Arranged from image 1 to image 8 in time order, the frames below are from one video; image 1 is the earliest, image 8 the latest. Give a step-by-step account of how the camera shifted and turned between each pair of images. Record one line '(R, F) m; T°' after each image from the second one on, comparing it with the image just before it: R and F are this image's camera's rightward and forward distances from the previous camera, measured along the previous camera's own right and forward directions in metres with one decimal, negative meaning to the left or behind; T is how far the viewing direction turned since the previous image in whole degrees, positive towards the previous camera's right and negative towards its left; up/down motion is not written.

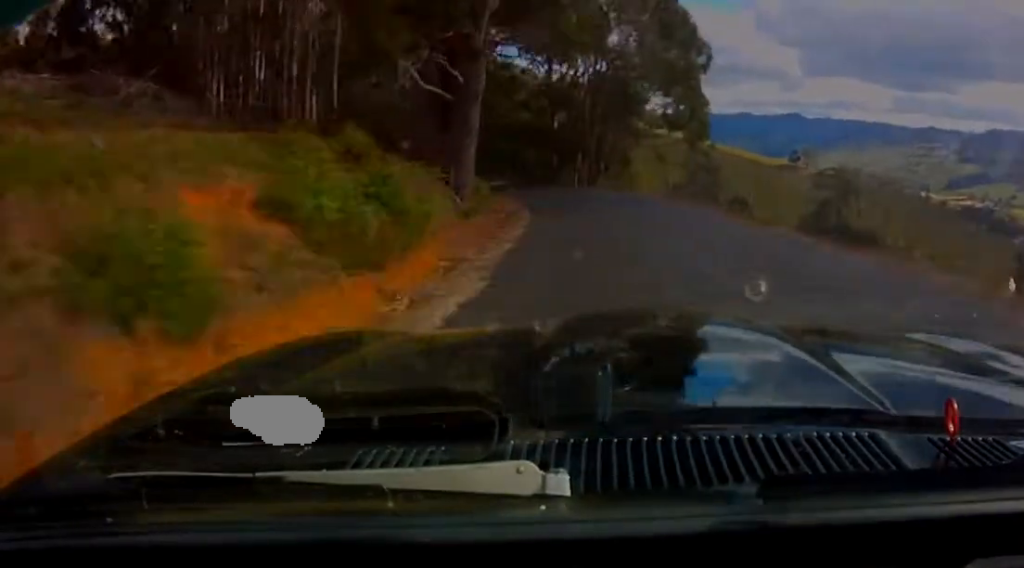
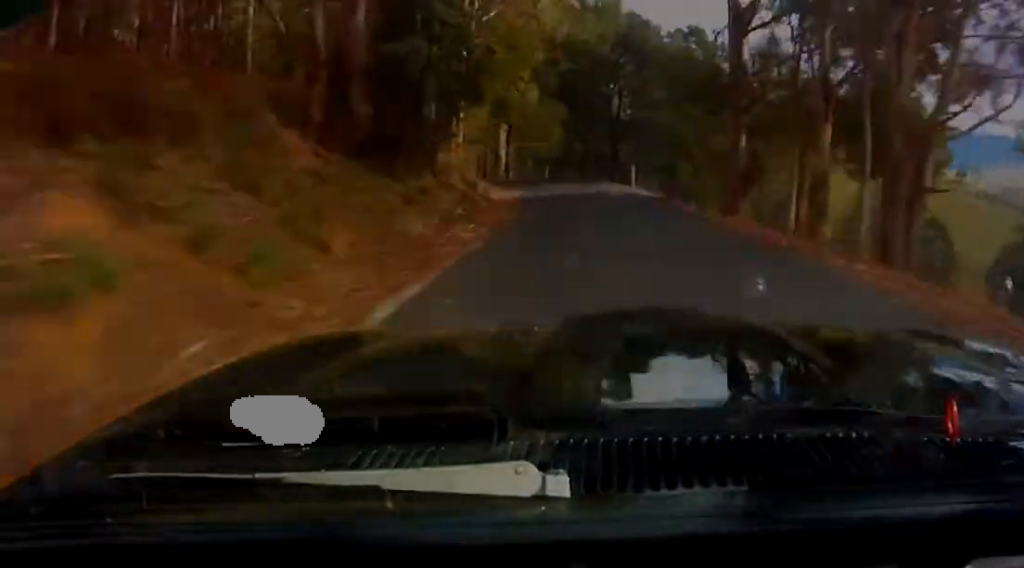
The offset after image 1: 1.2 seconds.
(-3.1, +36.5) m; -10°
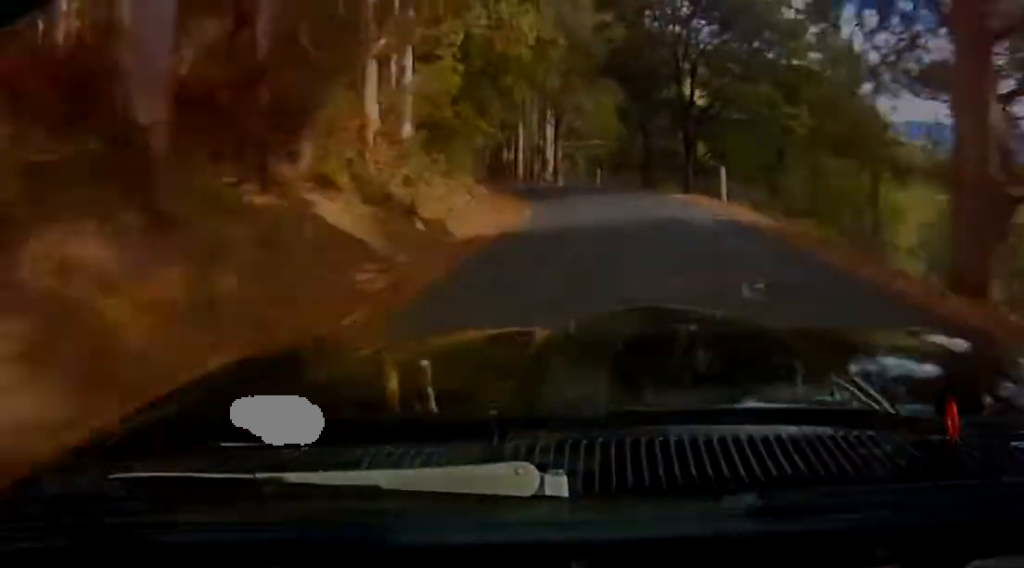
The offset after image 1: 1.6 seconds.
(+0.2, +13.8) m; -4°
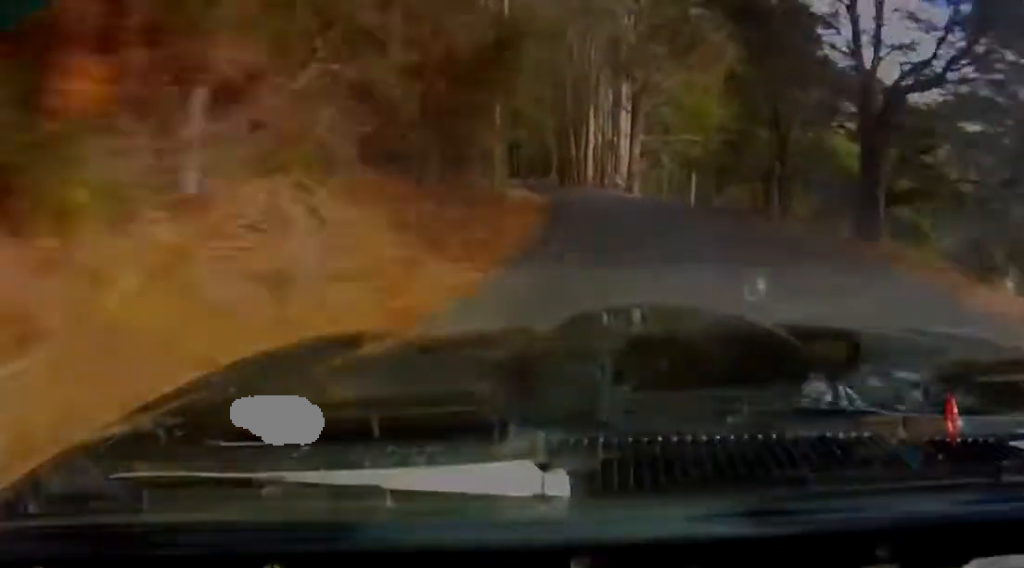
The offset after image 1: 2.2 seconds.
(-1.5, +18.7) m; -5°
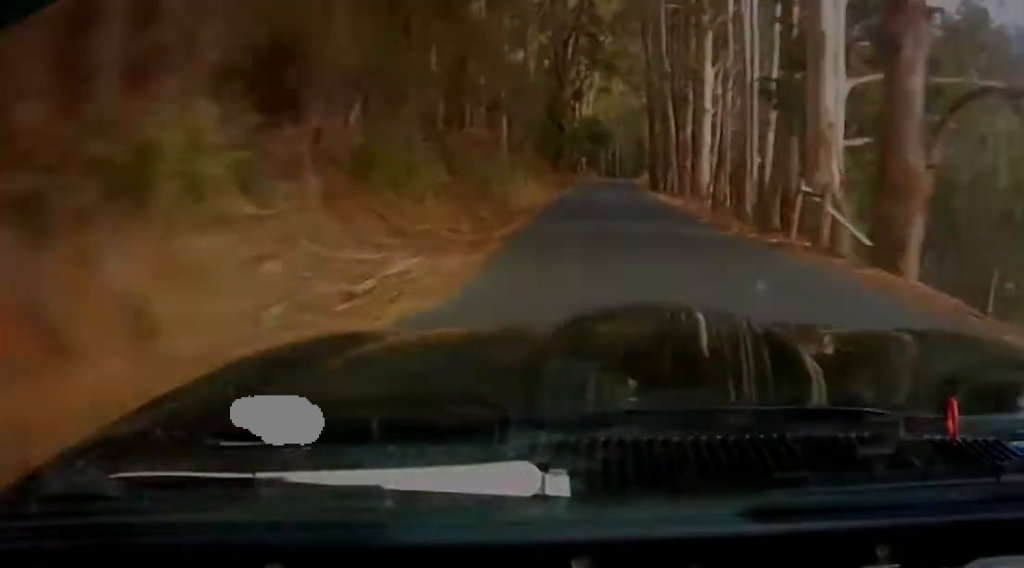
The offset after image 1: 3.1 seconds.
(-2.8, +33.6) m; -8°
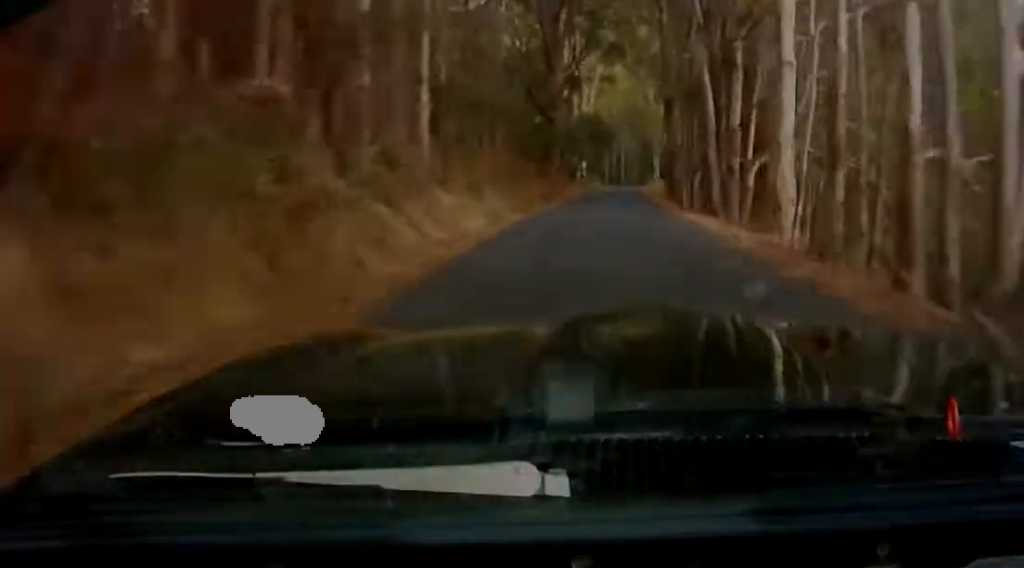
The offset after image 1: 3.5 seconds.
(-0.3, +14.7) m; -3°
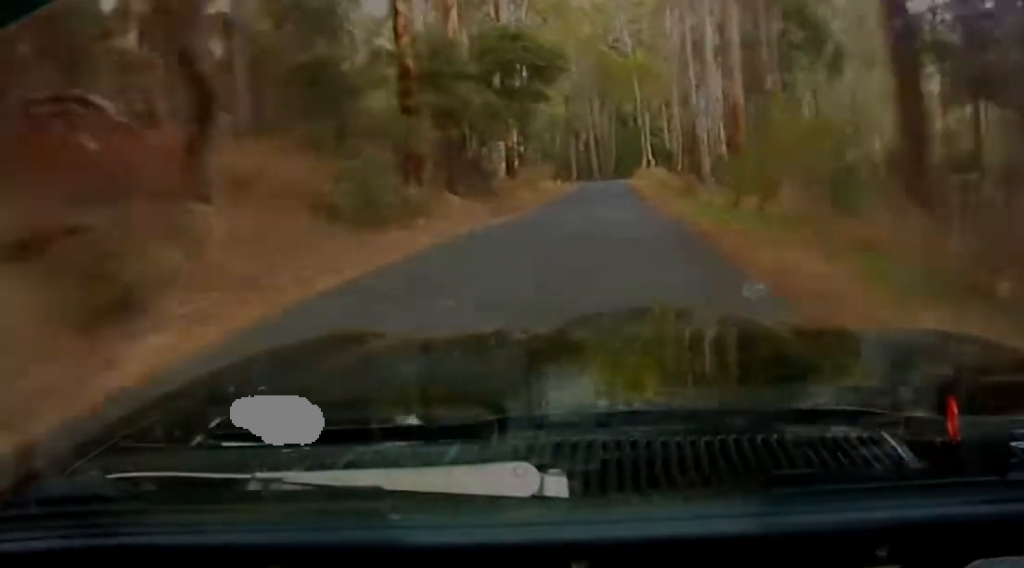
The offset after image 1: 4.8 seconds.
(-2.3, +54.1) m; -4°
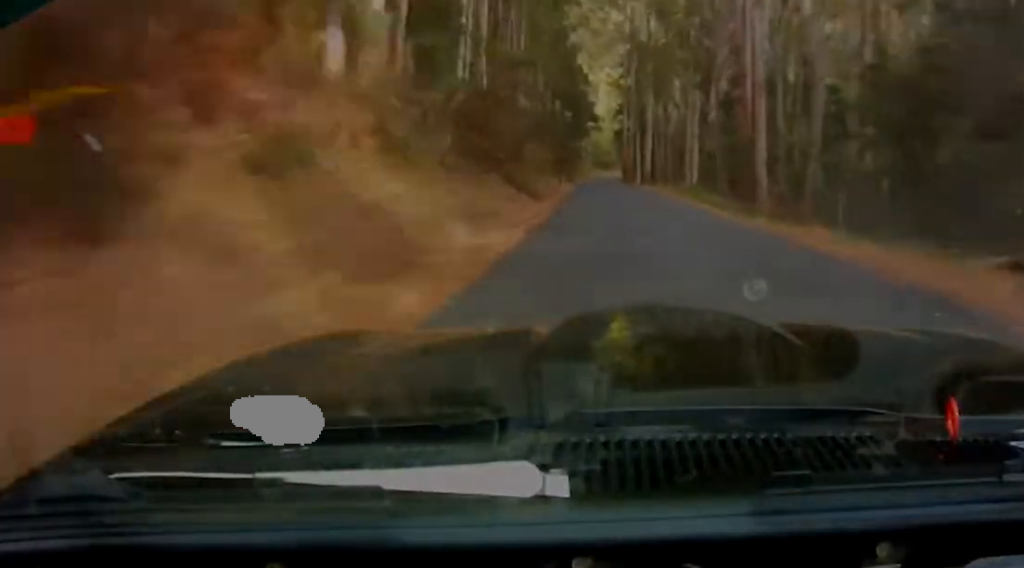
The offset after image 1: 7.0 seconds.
(-3.6, +99.8) m; -5°
